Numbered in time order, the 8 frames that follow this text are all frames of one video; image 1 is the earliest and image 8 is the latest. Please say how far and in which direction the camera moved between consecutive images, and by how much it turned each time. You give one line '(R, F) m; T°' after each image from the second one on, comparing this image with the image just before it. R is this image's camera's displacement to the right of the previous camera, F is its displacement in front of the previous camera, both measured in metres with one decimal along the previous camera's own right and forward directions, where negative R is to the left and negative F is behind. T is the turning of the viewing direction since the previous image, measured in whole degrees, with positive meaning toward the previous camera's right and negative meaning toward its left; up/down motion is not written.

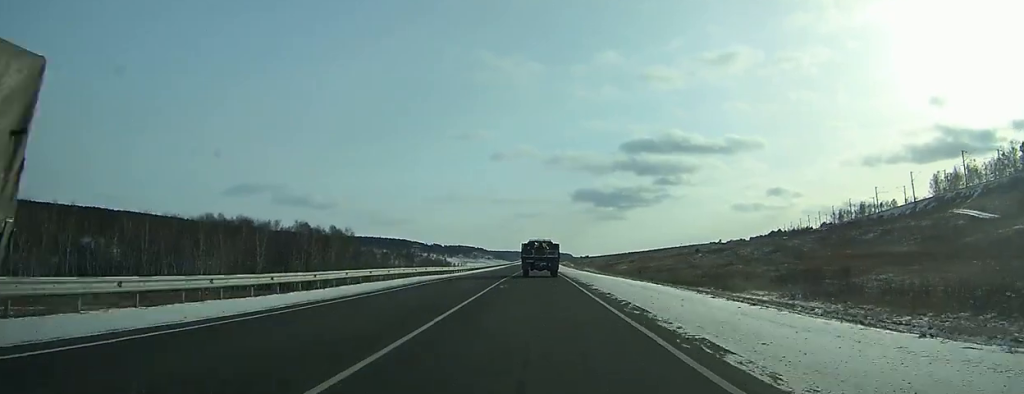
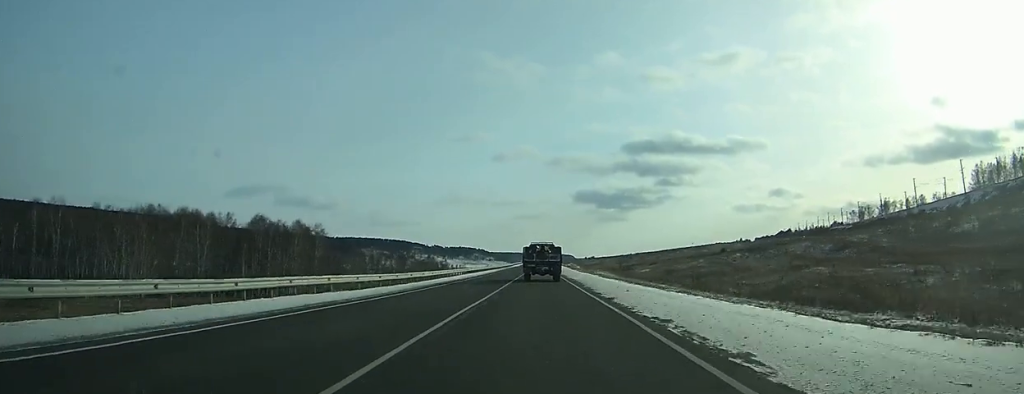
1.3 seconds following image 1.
(0.0, +26.7) m; 0°
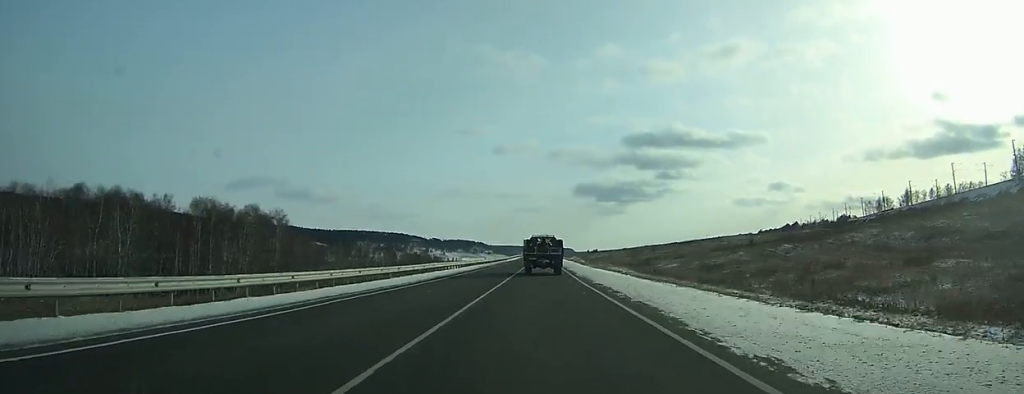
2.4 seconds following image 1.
(-0.1, +25.0) m; 0°
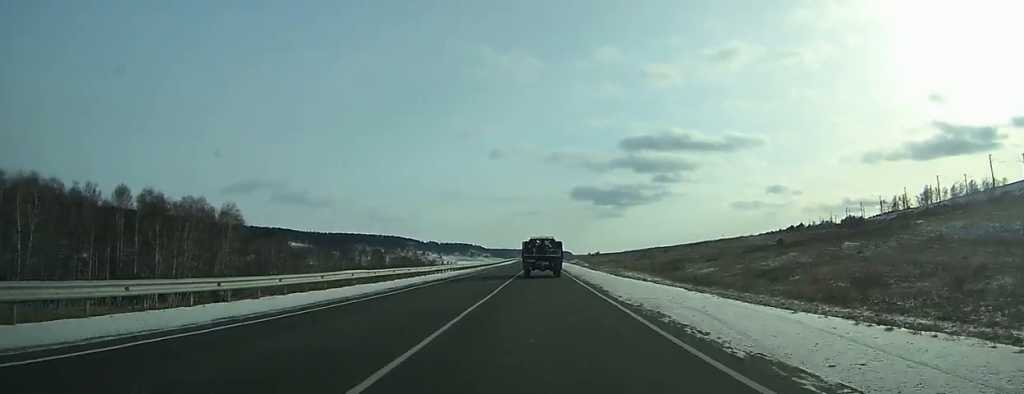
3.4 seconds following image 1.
(0.0, +21.6) m; 0°
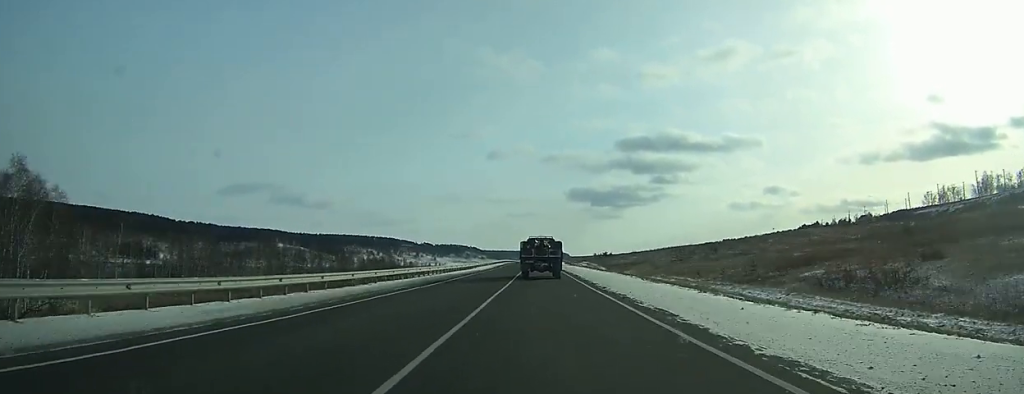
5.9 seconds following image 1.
(+0.2, +51.7) m; 0°
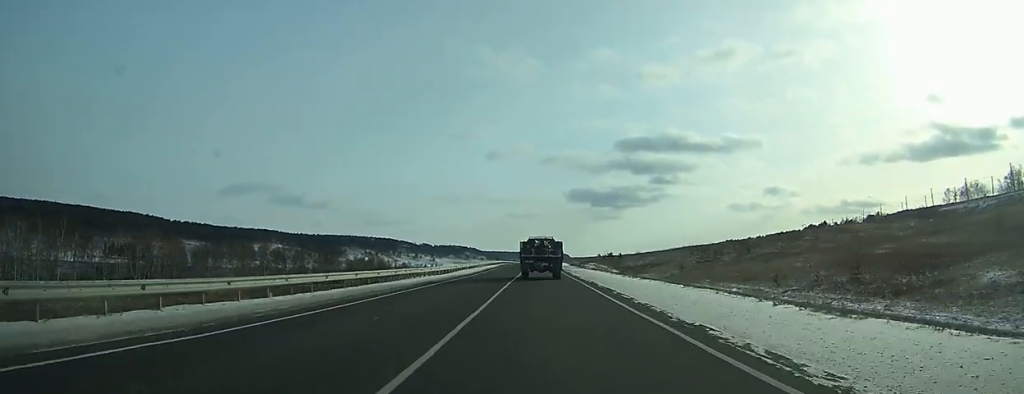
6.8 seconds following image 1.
(0.0, +19.1) m; 0°
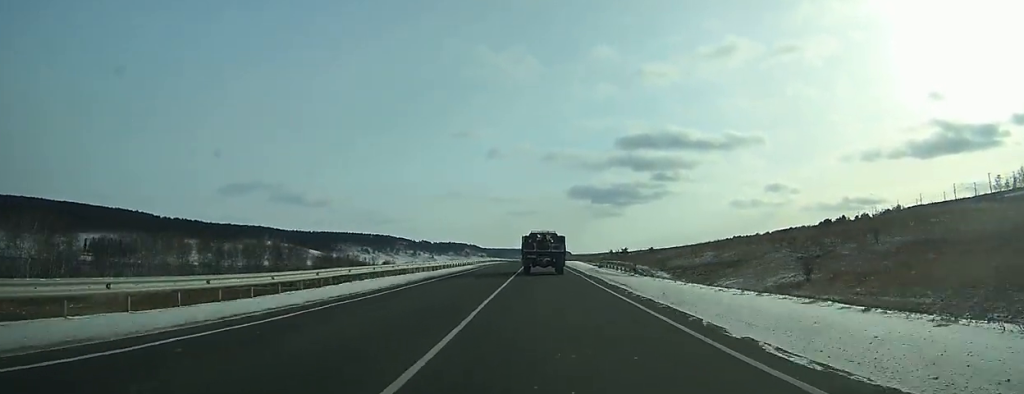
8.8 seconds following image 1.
(-0.2, +42.3) m; 0°
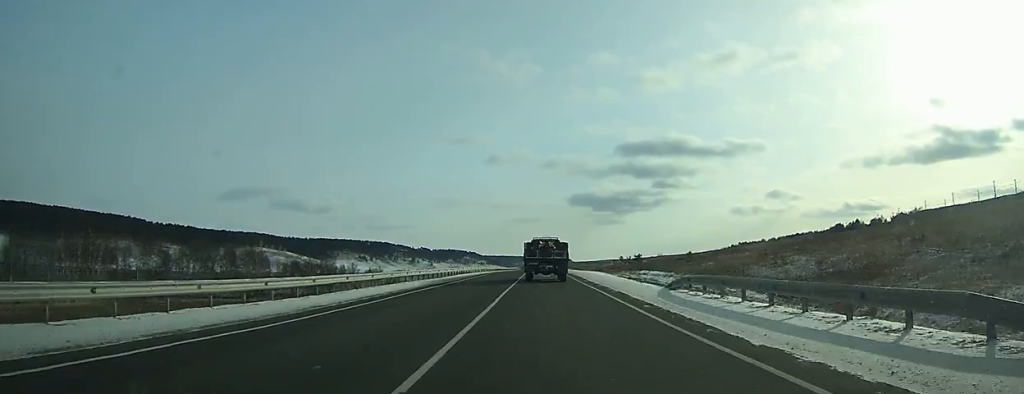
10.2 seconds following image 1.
(0.0, +28.3) m; 0°
